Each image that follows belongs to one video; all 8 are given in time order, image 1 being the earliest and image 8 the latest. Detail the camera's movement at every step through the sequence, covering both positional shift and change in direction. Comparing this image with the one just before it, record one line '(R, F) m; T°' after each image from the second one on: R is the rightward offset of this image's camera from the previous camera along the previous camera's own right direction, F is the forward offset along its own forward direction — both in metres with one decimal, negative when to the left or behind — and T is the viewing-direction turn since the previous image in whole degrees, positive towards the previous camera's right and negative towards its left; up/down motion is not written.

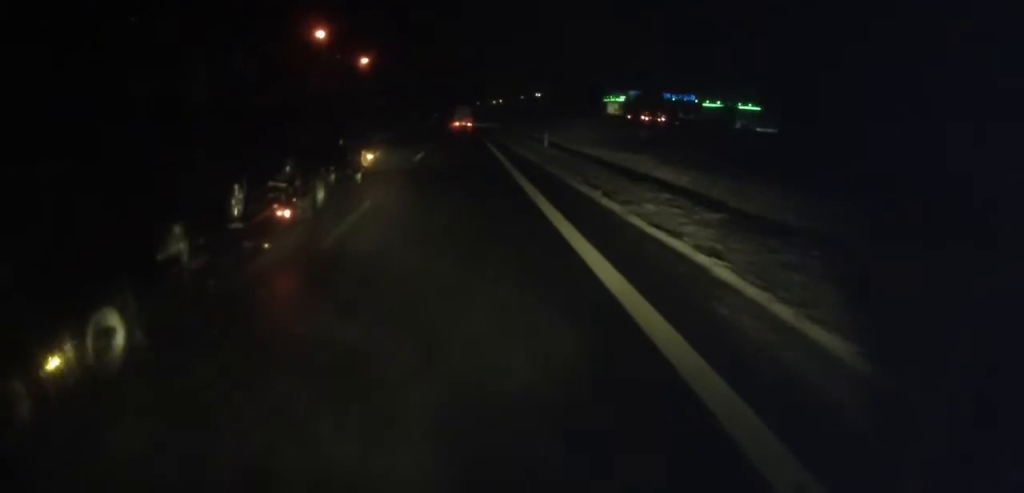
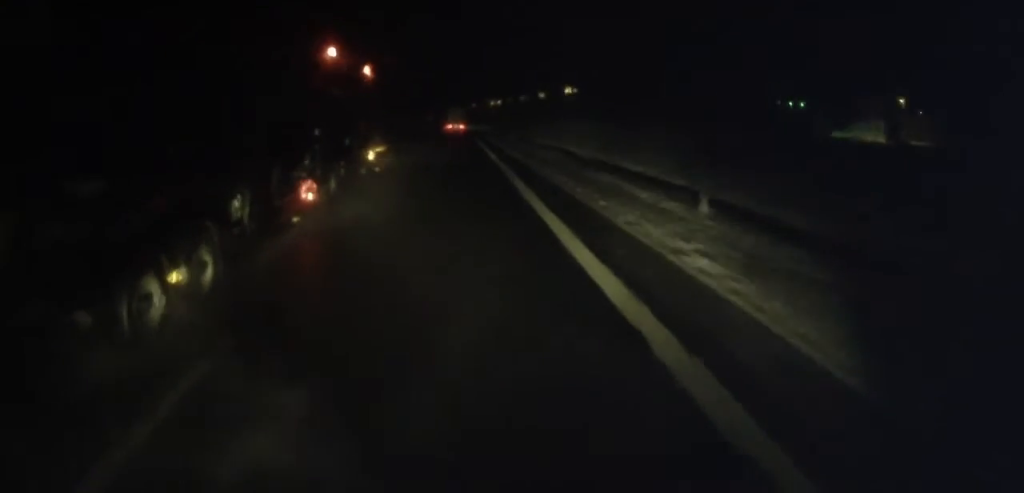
(-0.5, +28.5) m; -1°
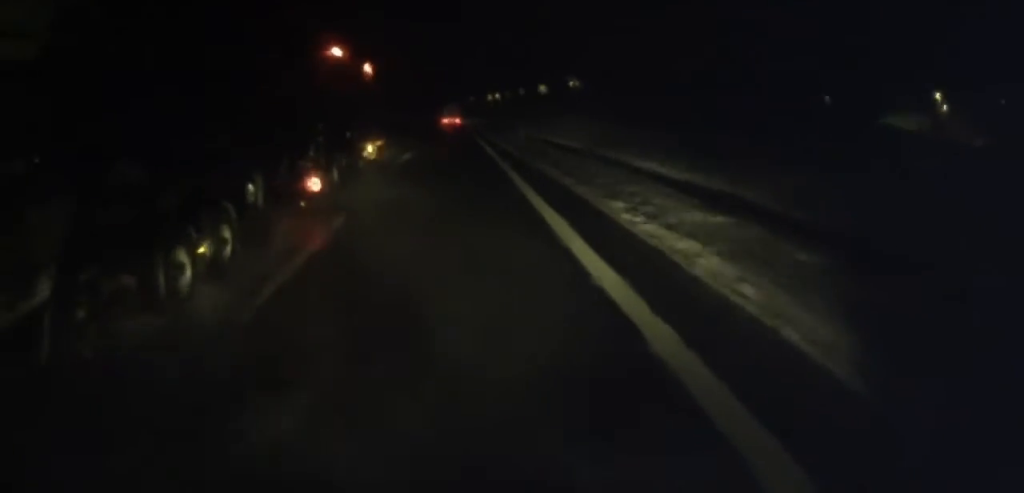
(-0.1, +11.1) m; 0°
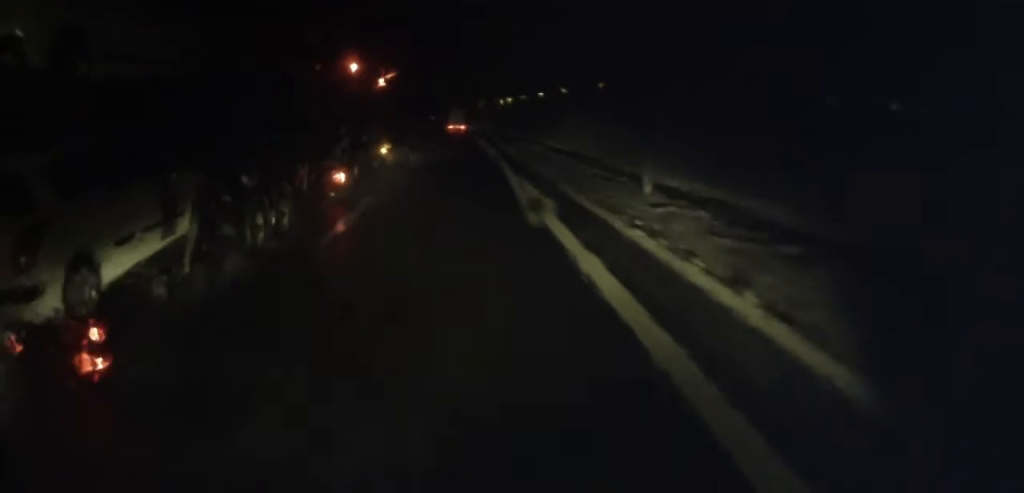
(+0.6, +33.1) m; +1°
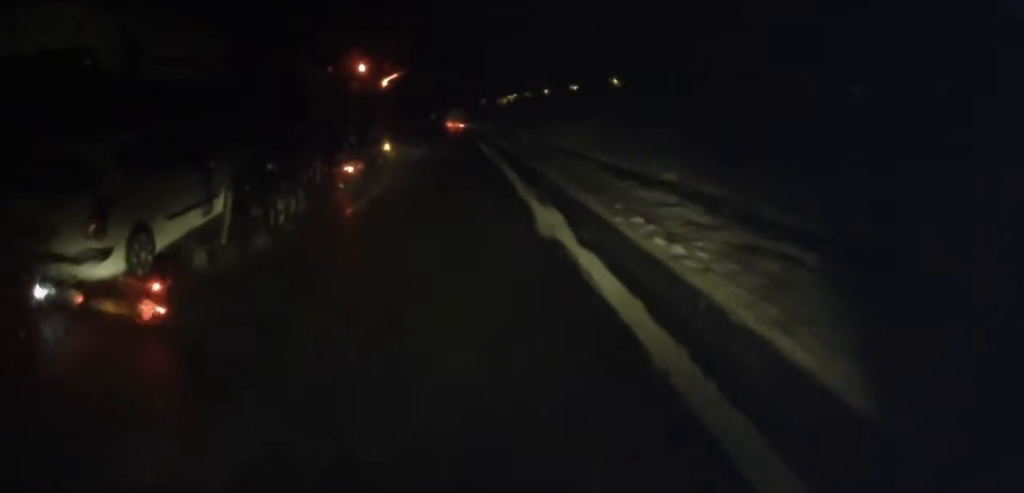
(-0.1, +15.5) m; 0°
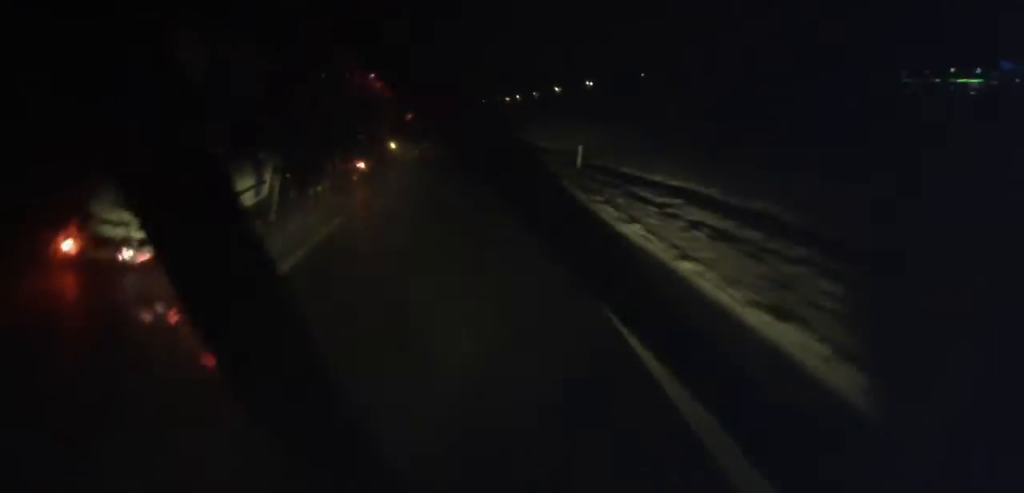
(+0.1, +24.8) m; 0°
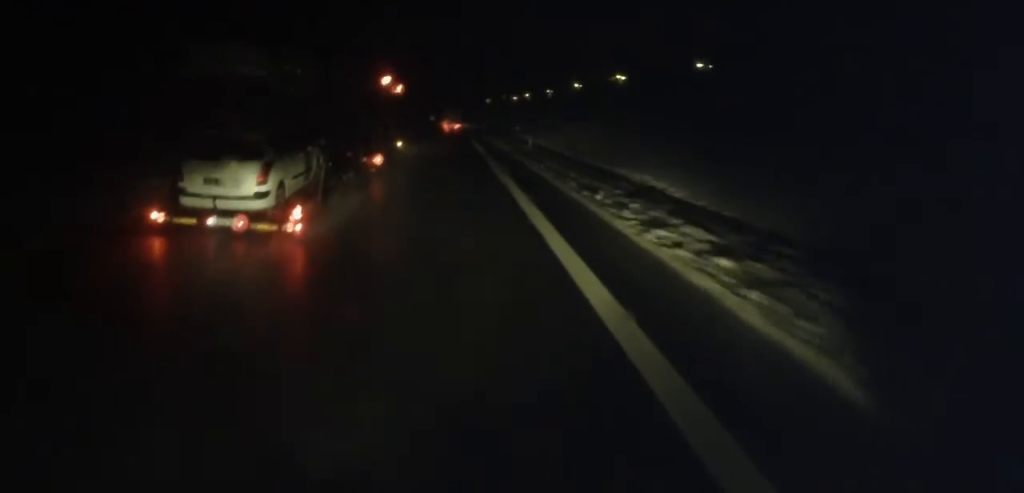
(+0.3, +32.1) m; 0°
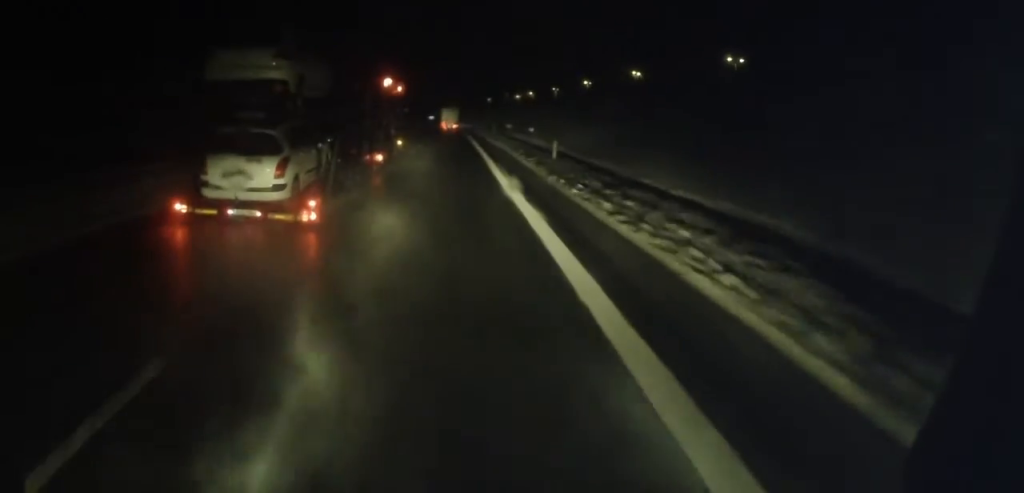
(+0.4, +12.0) m; 0°
